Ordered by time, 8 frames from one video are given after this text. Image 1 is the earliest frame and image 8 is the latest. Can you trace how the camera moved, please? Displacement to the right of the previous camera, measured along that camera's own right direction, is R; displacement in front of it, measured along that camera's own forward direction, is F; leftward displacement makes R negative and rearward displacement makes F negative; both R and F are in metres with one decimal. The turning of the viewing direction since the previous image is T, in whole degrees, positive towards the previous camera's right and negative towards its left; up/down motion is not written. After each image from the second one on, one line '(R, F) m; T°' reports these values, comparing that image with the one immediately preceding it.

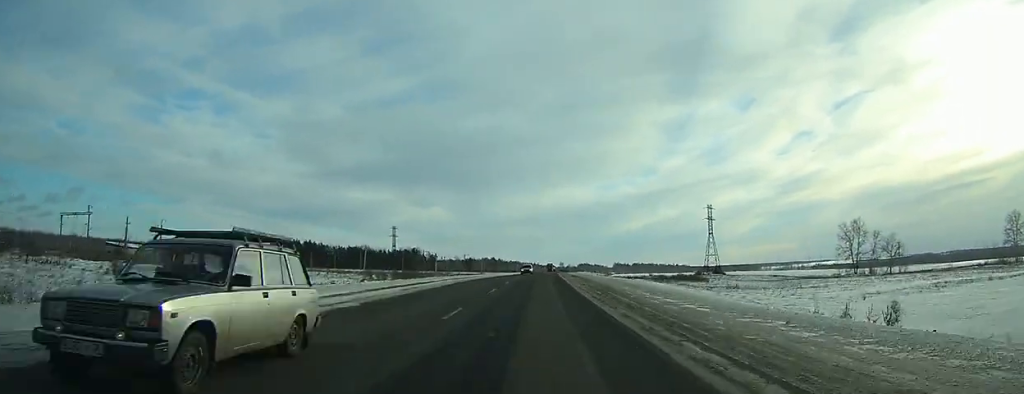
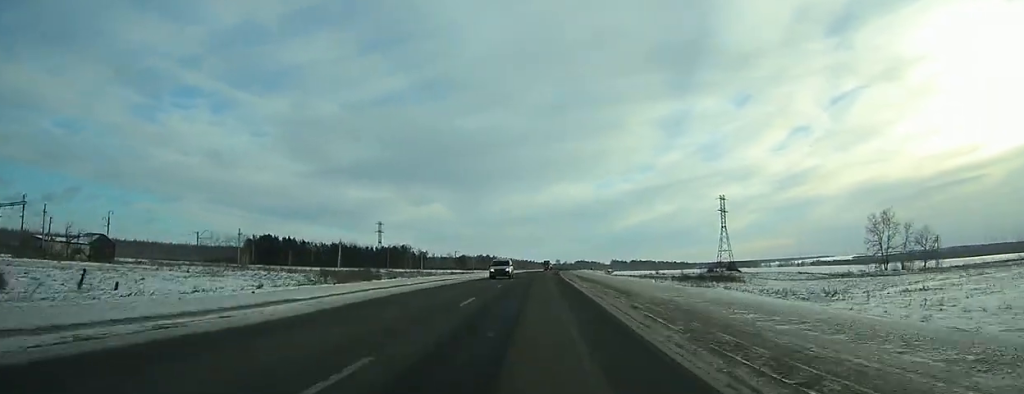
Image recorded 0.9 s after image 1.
(+0.1, +20.3) m; 0°
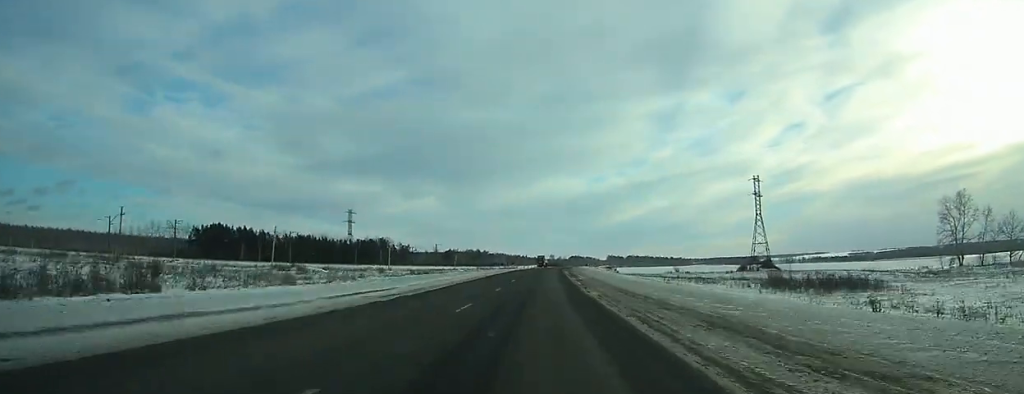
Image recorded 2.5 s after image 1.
(+0.2, +36.8) m; +1°
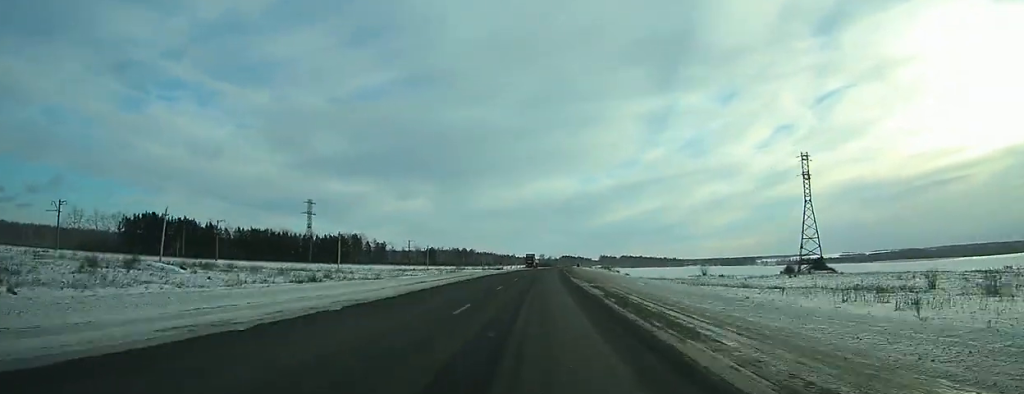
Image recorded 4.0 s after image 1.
(+0.3, +36.3) m; +1°
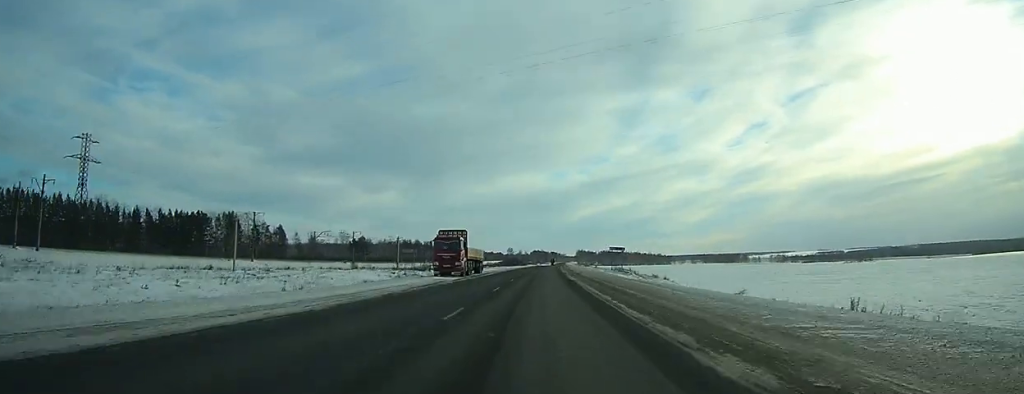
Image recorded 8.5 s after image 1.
(+2.3, +108.8) m; +3°
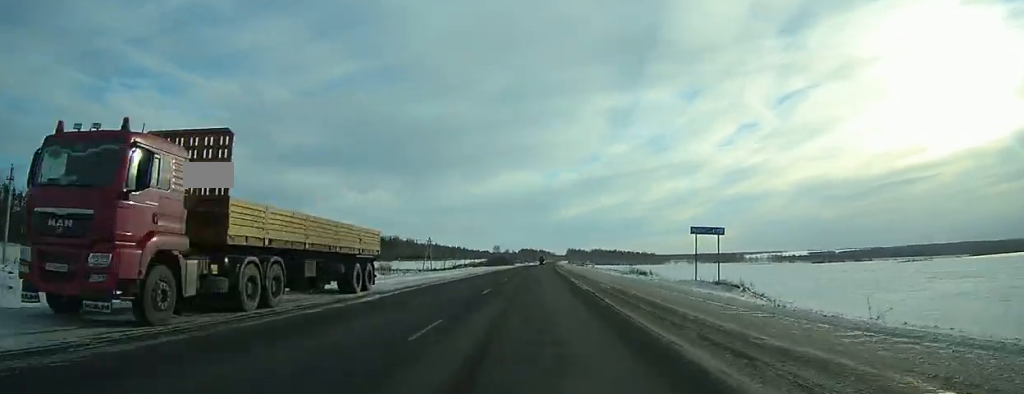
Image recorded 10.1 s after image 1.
(+0.4, +39.2) m; +1°
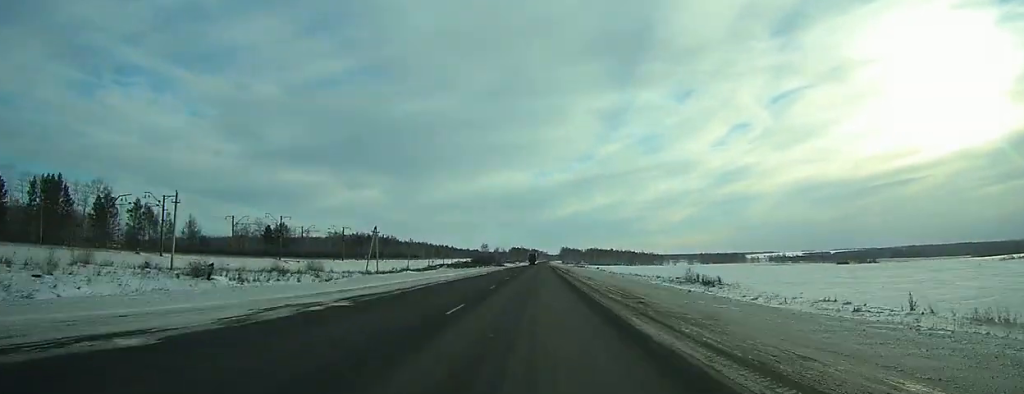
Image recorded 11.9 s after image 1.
(+0.5, +46.2) m; +1°
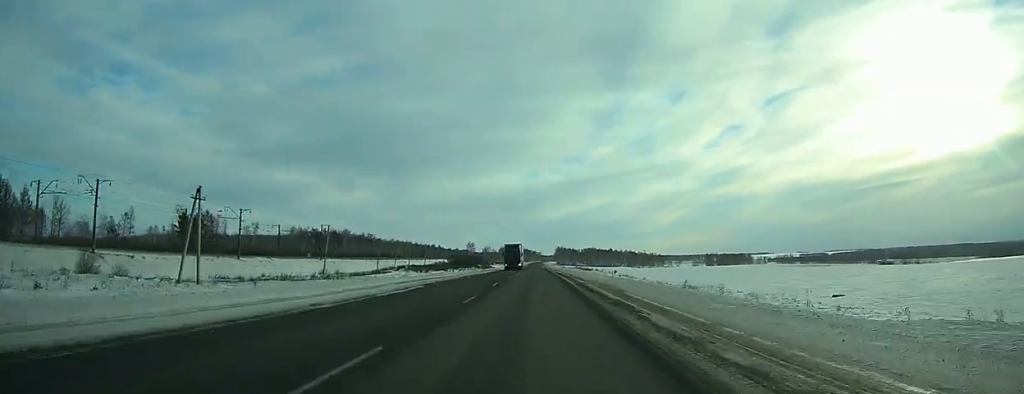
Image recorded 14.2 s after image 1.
(+0.6, +57.3) m; +1°
